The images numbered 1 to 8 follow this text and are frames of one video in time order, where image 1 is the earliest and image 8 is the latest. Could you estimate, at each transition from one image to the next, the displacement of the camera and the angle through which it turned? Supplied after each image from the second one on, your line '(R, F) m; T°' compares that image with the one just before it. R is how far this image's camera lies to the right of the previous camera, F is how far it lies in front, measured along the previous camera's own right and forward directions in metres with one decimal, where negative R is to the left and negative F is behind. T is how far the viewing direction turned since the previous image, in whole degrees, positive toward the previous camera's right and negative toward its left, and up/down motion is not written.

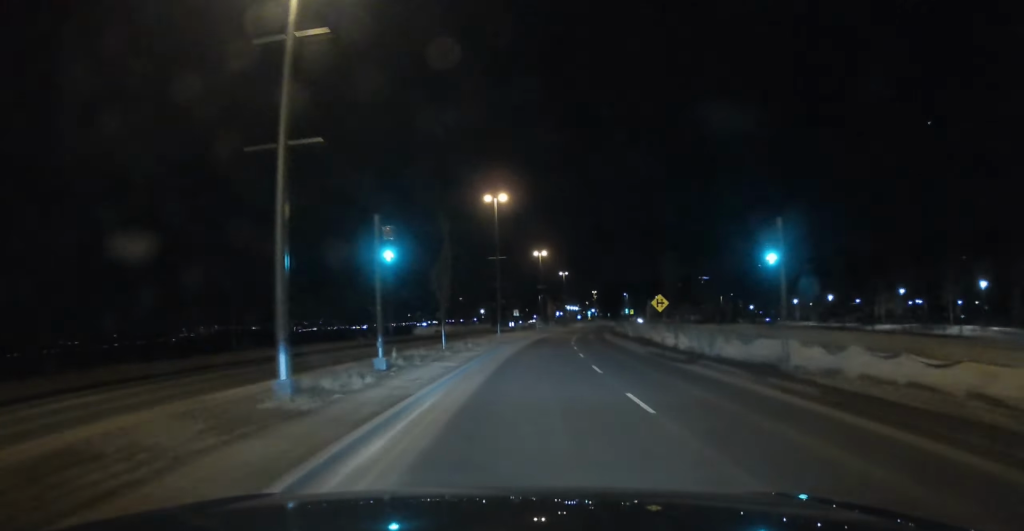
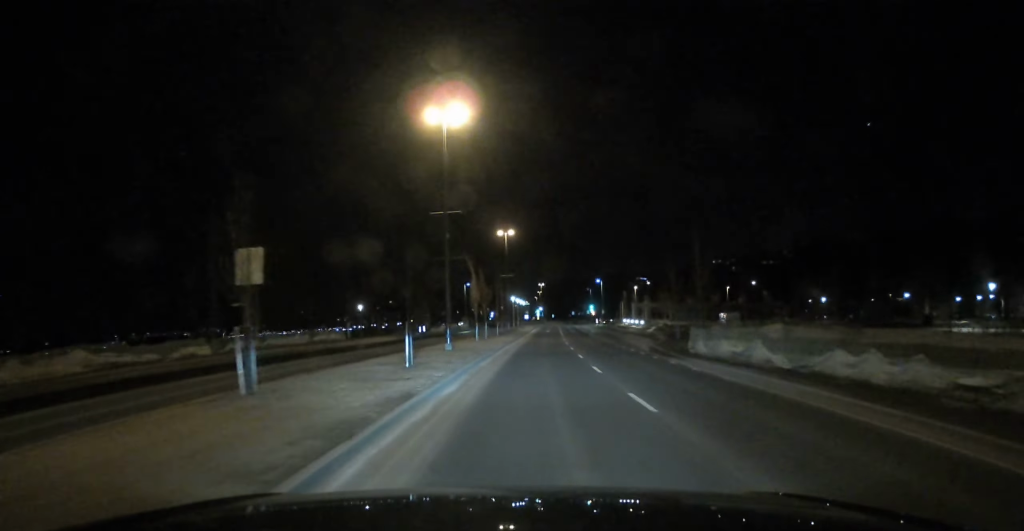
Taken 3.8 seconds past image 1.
(+3.2, +72.3) m; +5°
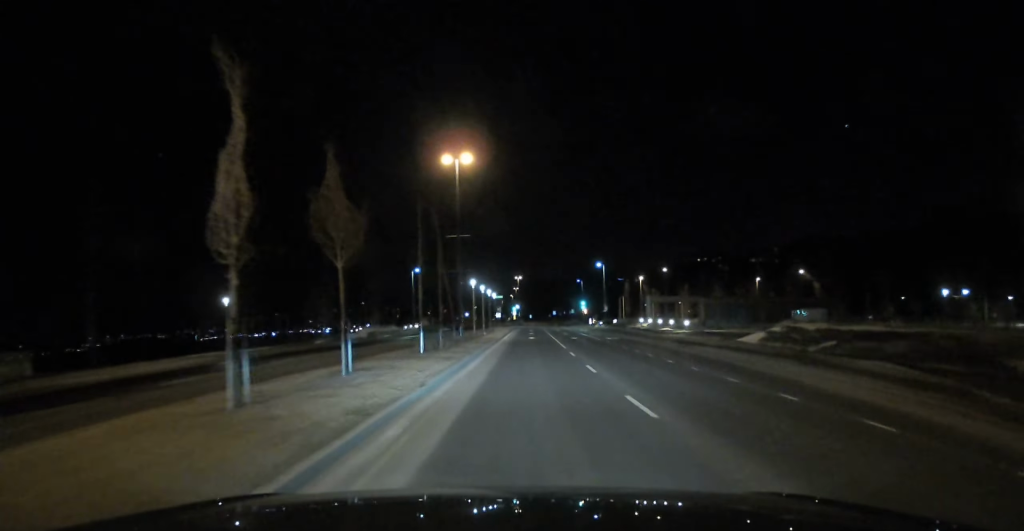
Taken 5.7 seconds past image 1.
(+0.9, +36.4) m; +2°
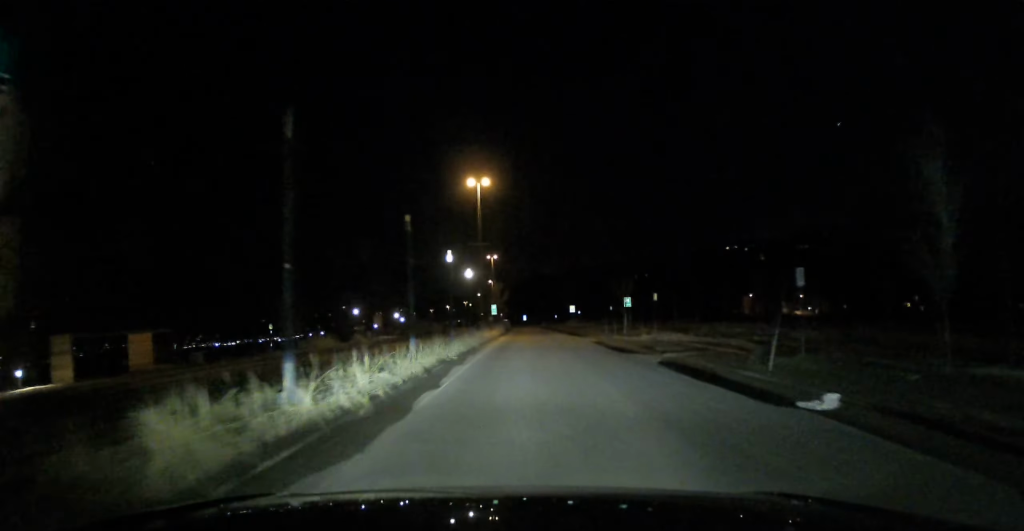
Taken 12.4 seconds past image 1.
(+3.9, +125.1) m; +2°
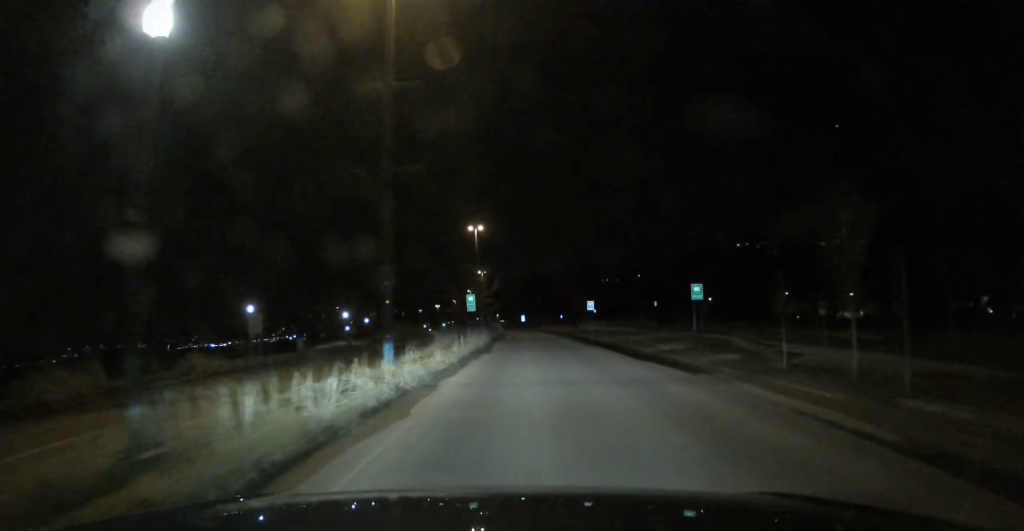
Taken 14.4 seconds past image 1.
(-0.1, +35.6) m; 0°
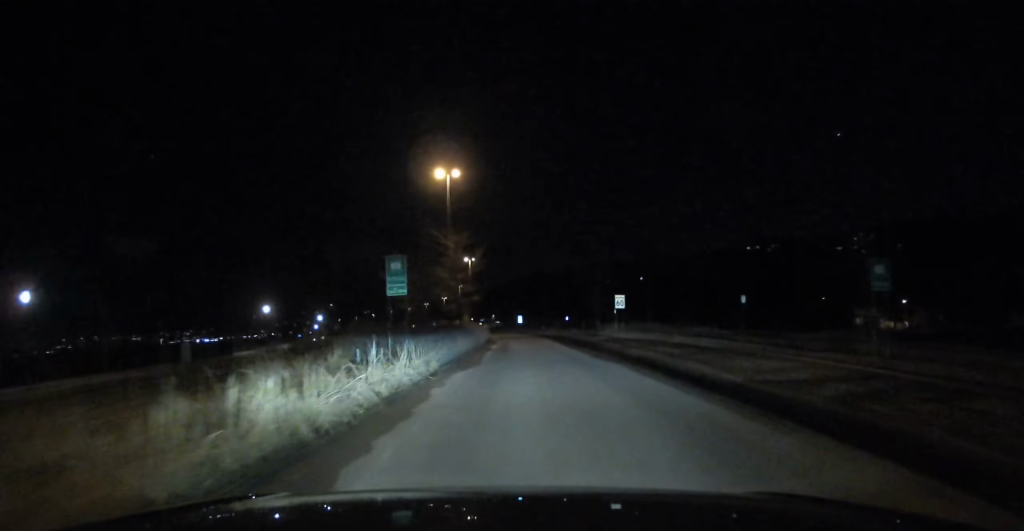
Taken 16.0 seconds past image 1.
(-0.2, +28.7) m; 0°
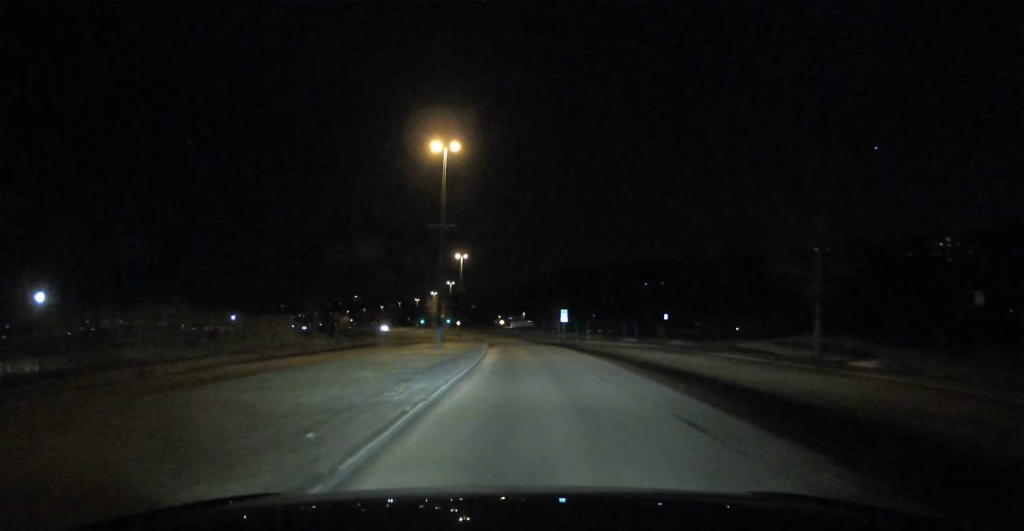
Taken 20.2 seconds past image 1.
(-0.5, +69.9) m; -2°
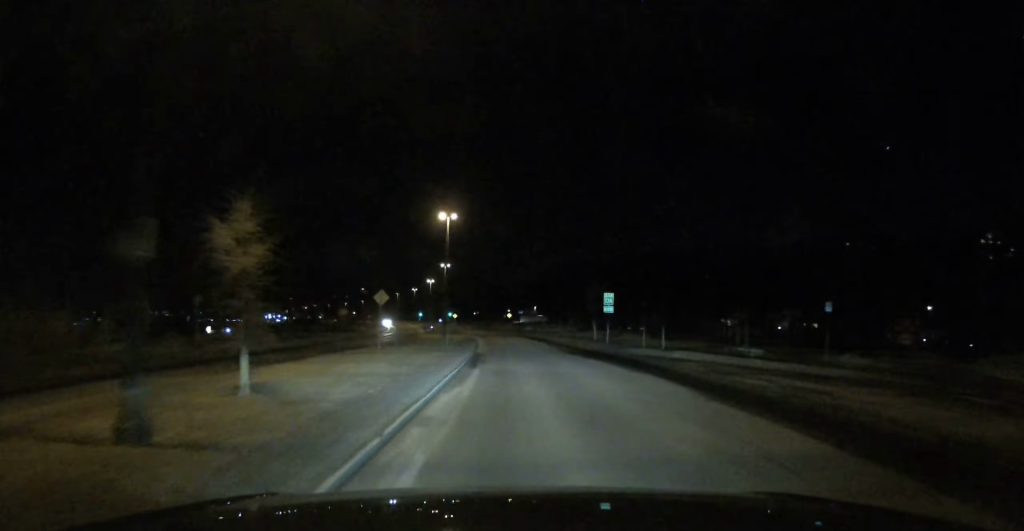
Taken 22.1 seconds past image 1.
(-0.4, +32.3) m; -2°
